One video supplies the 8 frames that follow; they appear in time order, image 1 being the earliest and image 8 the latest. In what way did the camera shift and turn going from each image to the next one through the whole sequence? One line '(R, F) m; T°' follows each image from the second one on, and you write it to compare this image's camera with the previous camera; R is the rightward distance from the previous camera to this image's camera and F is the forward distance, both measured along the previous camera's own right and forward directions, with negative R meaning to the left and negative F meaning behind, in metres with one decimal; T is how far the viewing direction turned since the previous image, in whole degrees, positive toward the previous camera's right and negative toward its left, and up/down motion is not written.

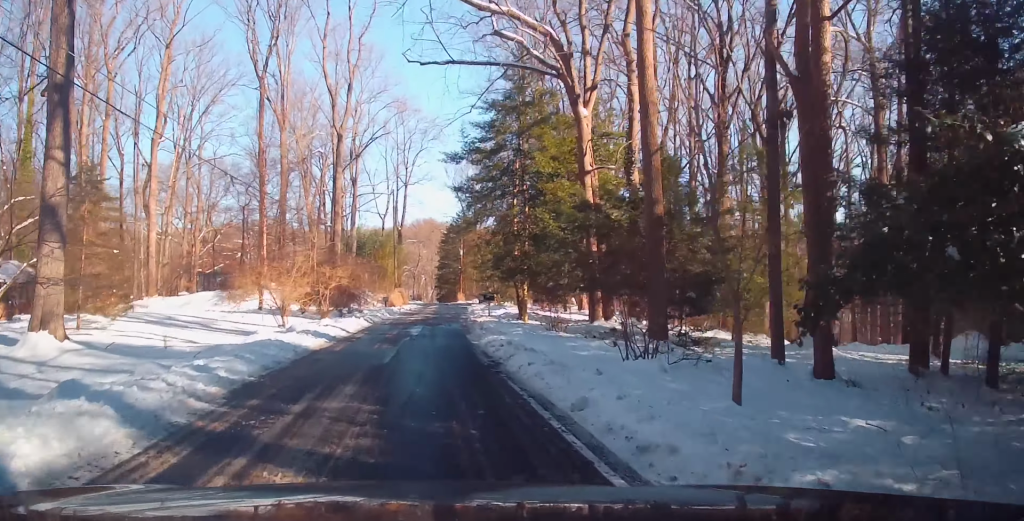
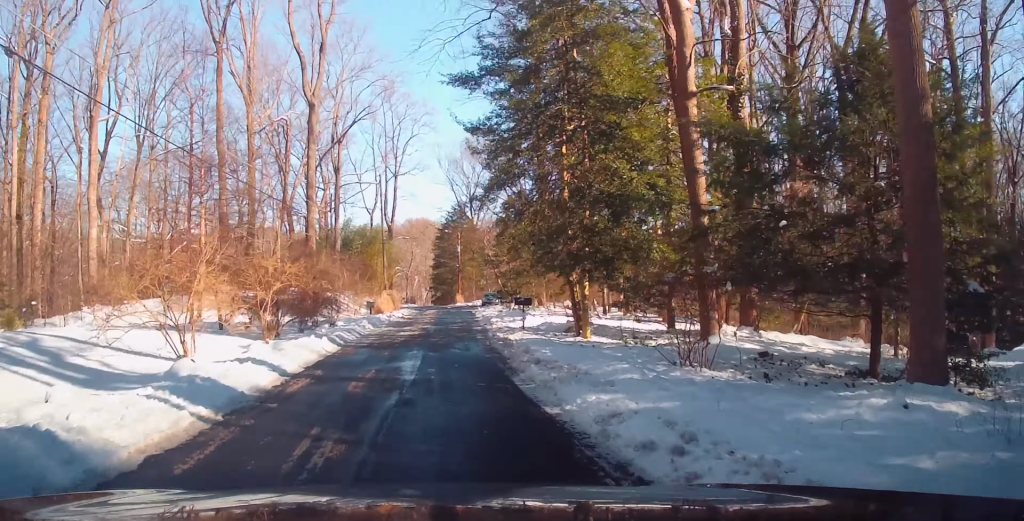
(0.0, +10.5) m; +3°
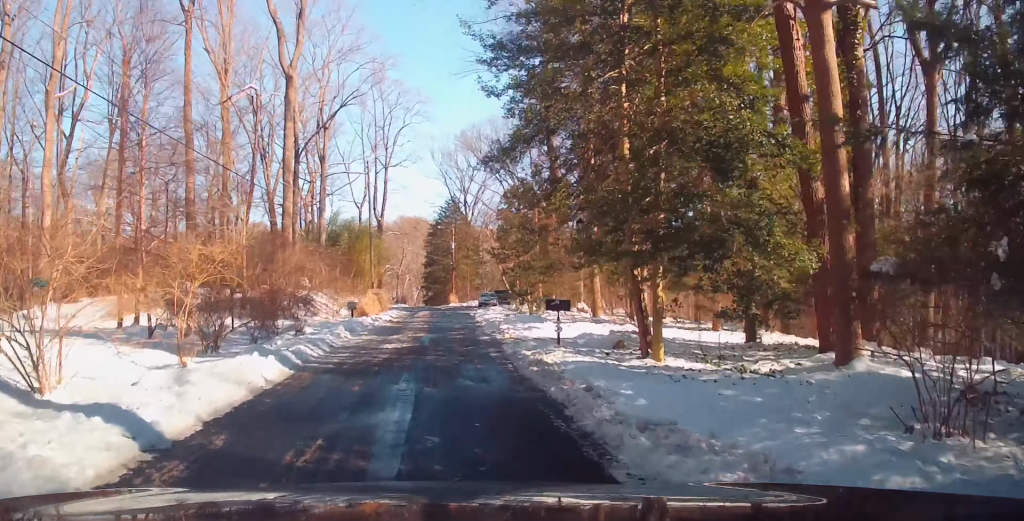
(+0.1, +5.7) m; +3°
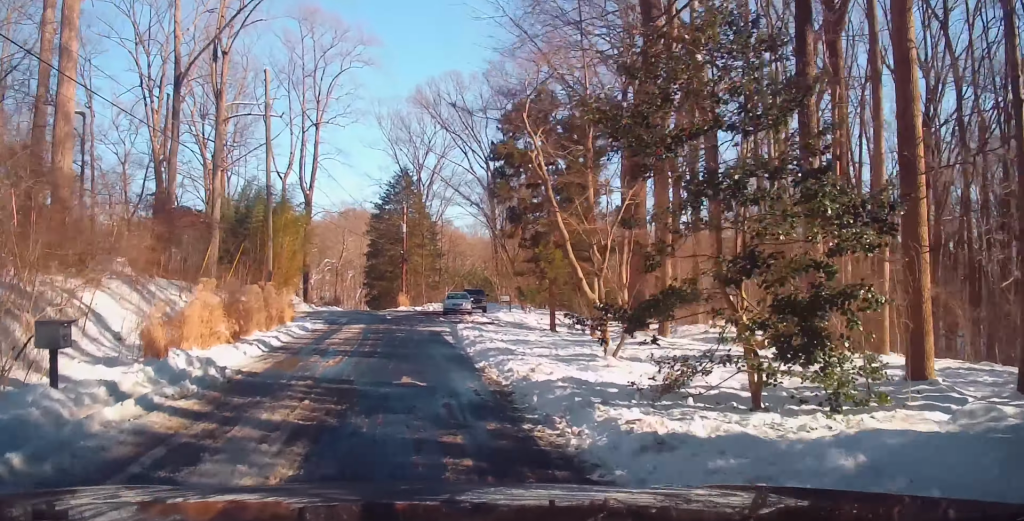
(+1.3, +21.6) m; +3°
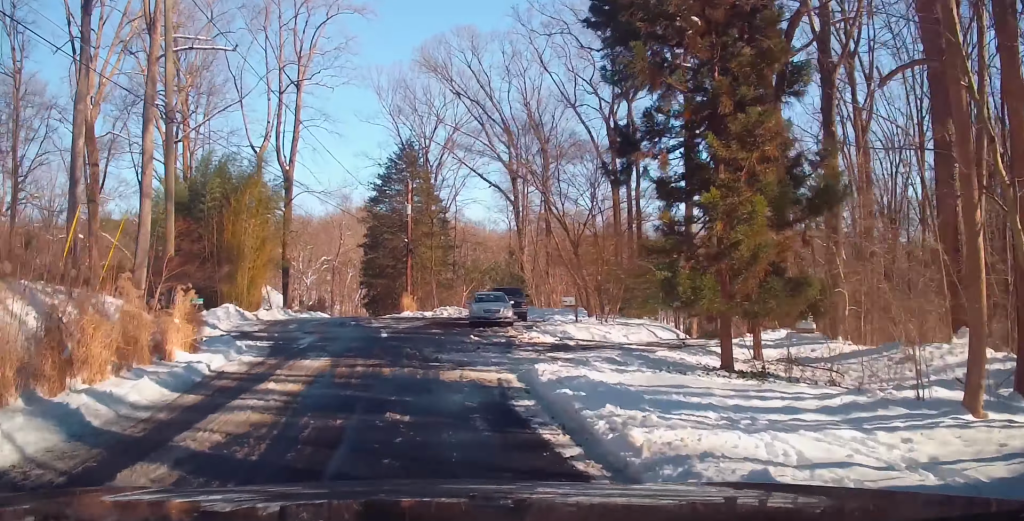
(+0.5, +13.5) m; +3°
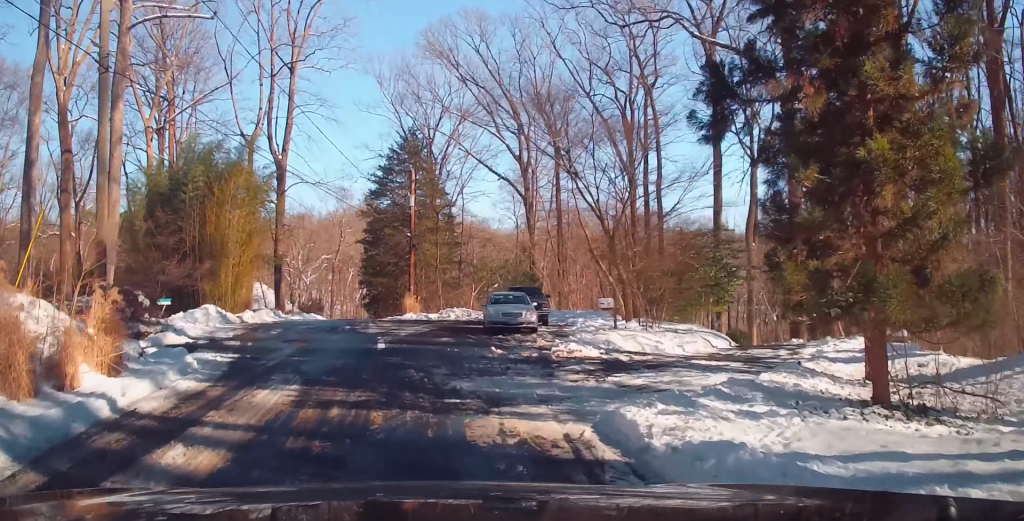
(+0.1, +4.2) m; -1°
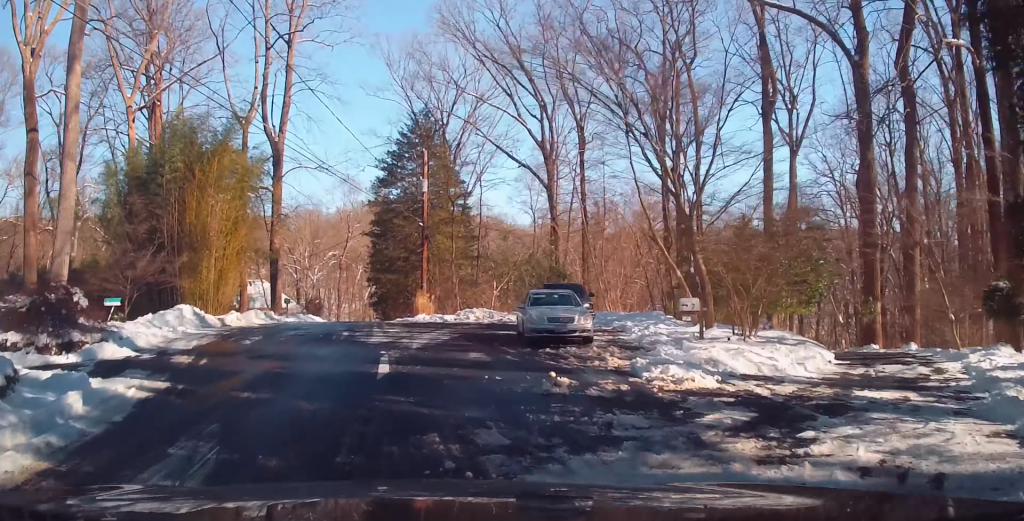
(-0.2, +5.2) m; -5°
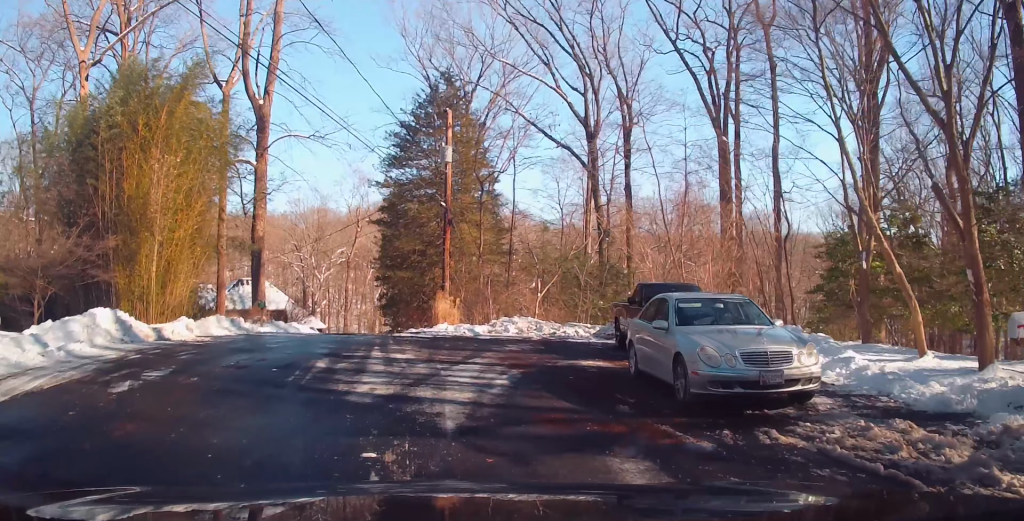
(-0.7, +8.8) m; 0°
